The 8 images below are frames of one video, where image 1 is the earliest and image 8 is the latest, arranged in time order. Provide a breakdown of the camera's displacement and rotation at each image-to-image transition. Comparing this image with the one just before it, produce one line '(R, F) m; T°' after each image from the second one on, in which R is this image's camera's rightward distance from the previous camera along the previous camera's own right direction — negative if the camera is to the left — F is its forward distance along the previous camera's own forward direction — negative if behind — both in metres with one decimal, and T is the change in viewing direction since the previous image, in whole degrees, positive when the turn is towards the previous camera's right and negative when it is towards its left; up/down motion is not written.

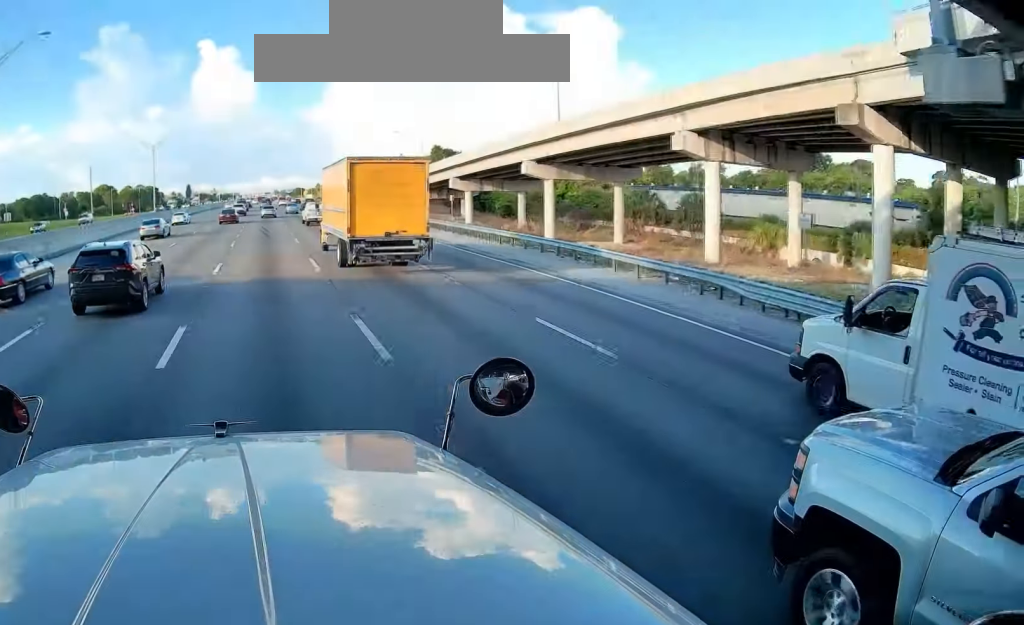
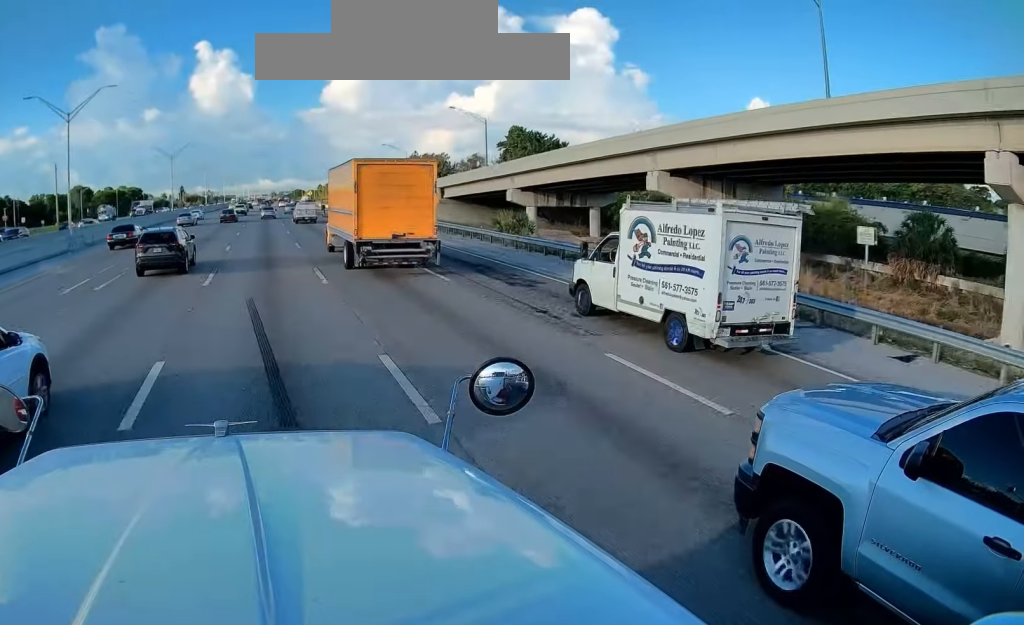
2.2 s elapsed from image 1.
(0.0, +39.0) m; +1°
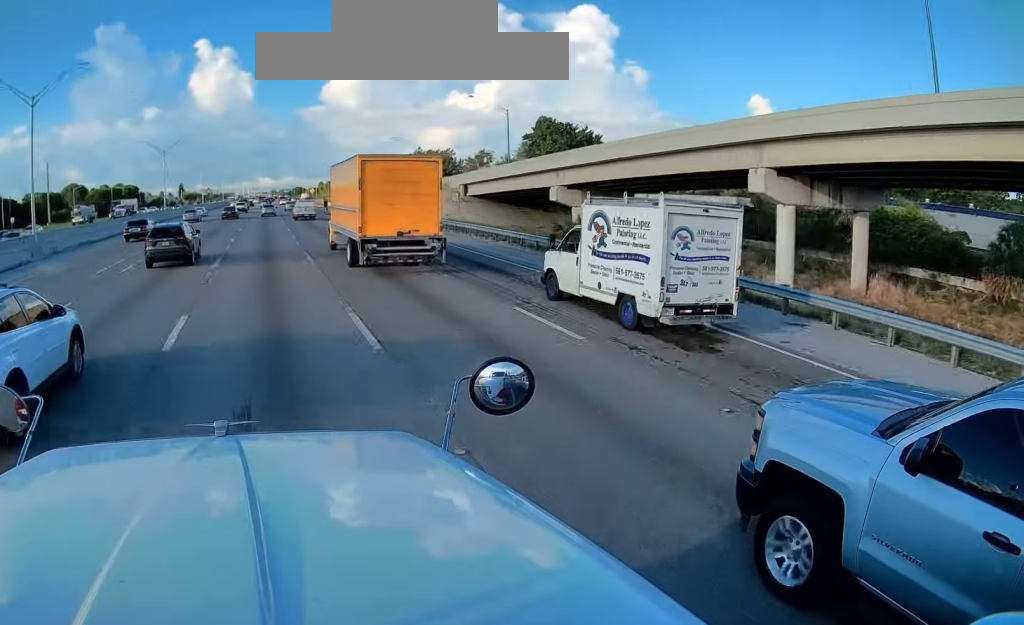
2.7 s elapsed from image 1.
(0.0, +8.4) m; 0°
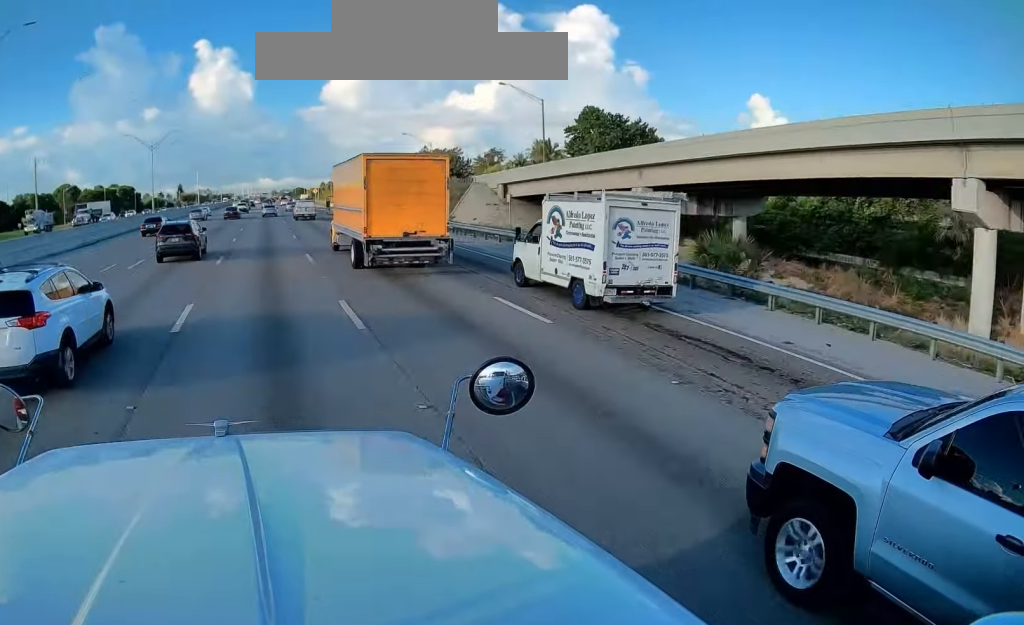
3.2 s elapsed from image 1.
(0.0, +10.3) m; 0°
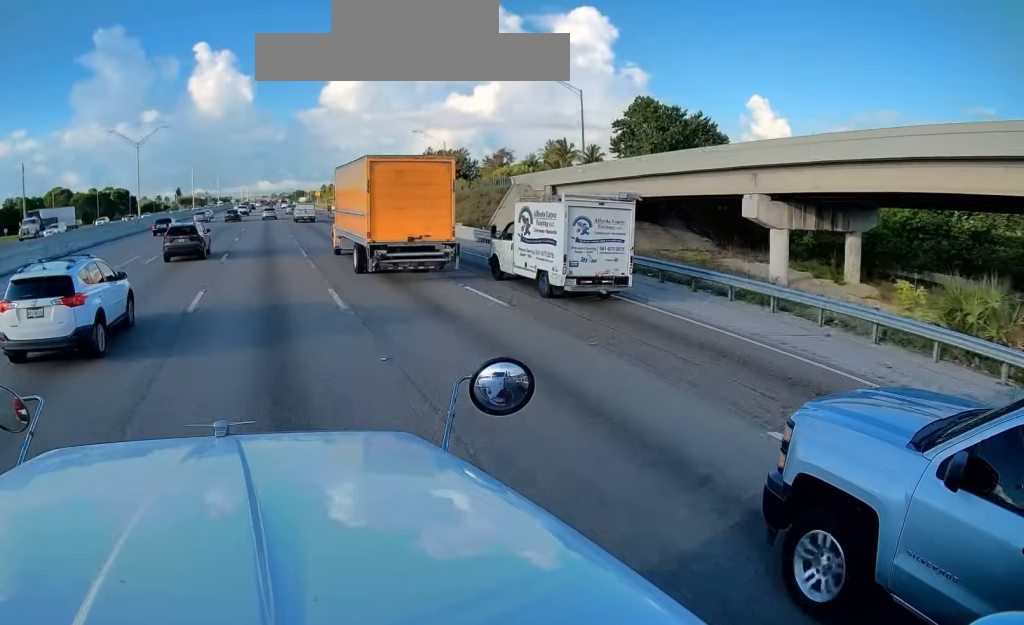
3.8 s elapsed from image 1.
(0.0, +9.8) m; -1°
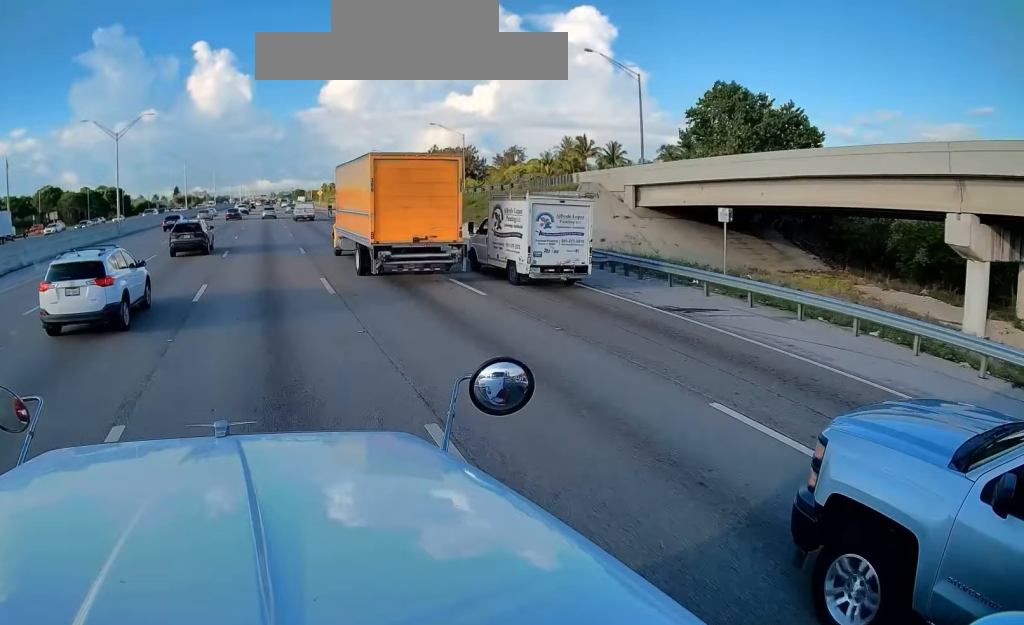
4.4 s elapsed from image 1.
(-0.1, +11.1) m; -1°
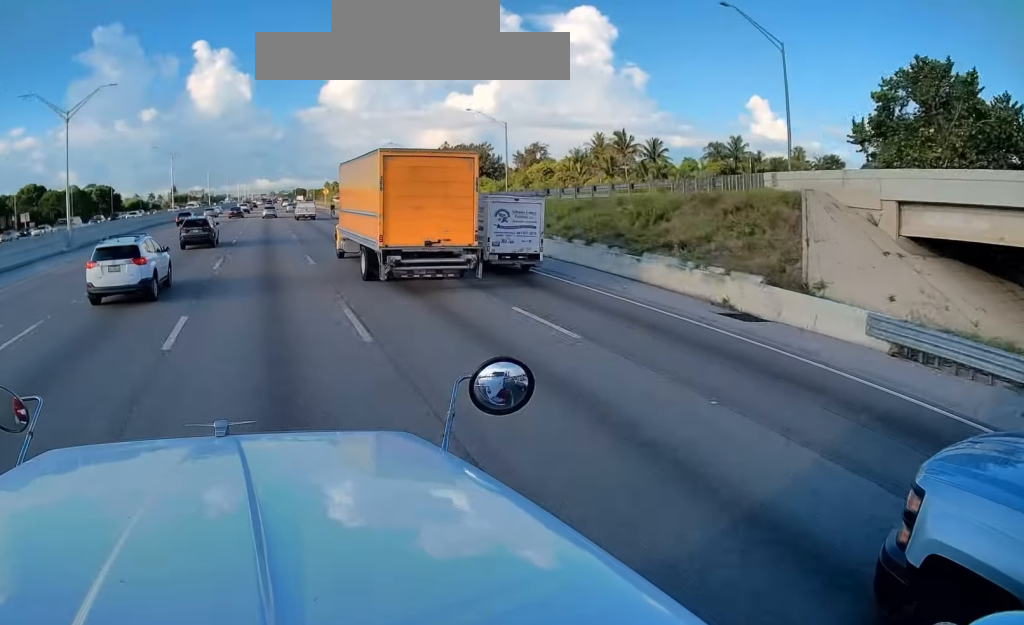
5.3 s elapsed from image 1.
(-0.2, +17.4) m; 0°
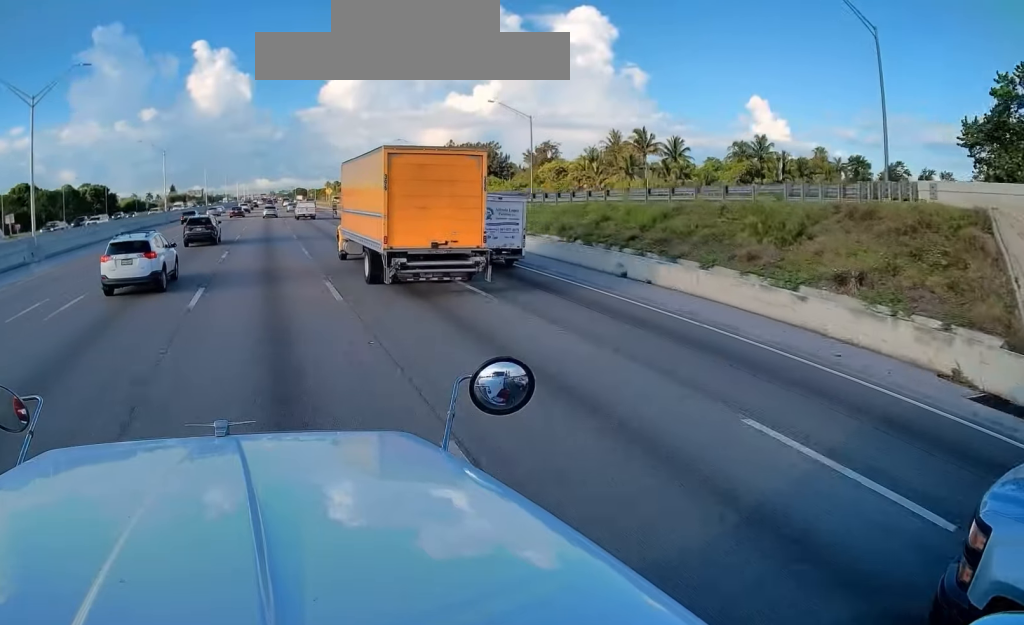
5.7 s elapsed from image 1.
(0.0, +8.2) m; +1°
